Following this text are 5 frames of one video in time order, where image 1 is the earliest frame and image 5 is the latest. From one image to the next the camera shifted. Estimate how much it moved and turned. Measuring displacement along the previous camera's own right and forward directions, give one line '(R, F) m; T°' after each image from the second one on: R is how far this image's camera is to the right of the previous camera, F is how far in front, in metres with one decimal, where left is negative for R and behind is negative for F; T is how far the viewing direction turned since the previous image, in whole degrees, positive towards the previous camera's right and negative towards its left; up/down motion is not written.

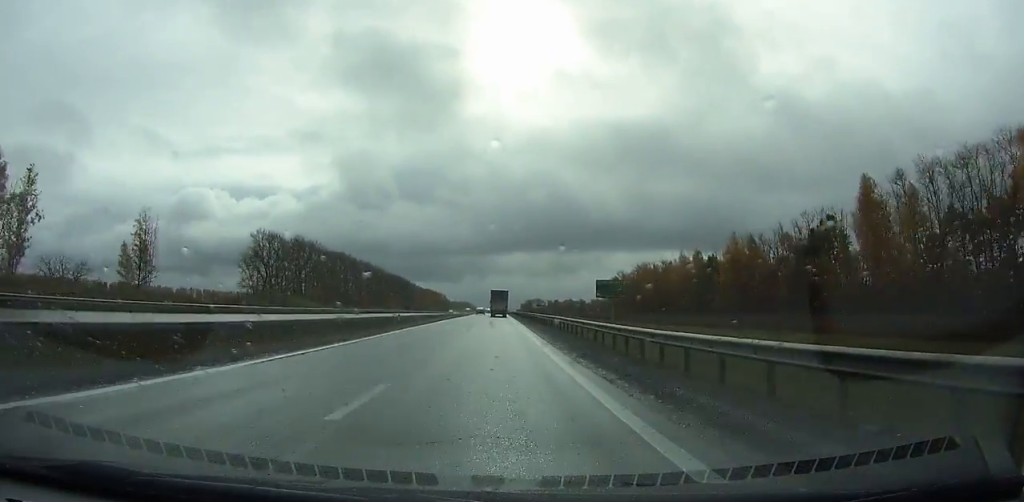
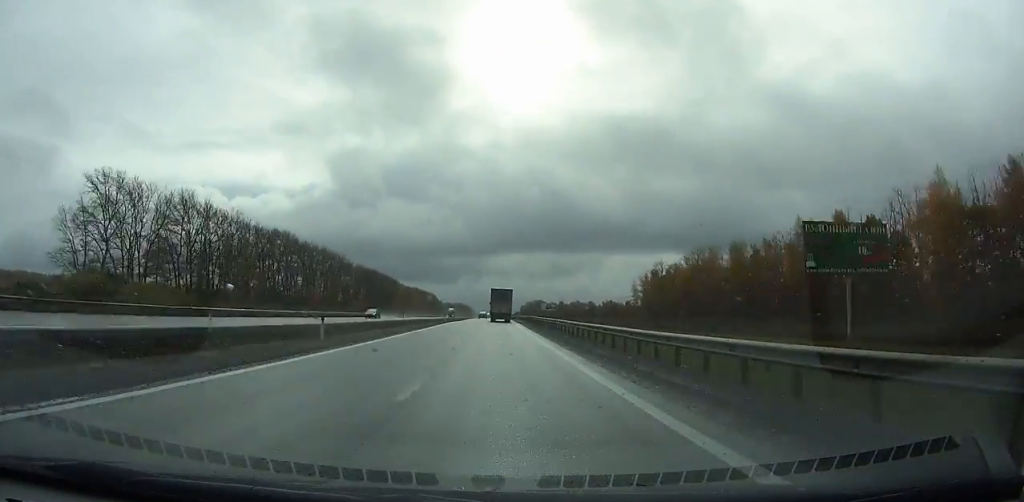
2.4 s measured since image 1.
(-0.1, +71.2) m; 0°
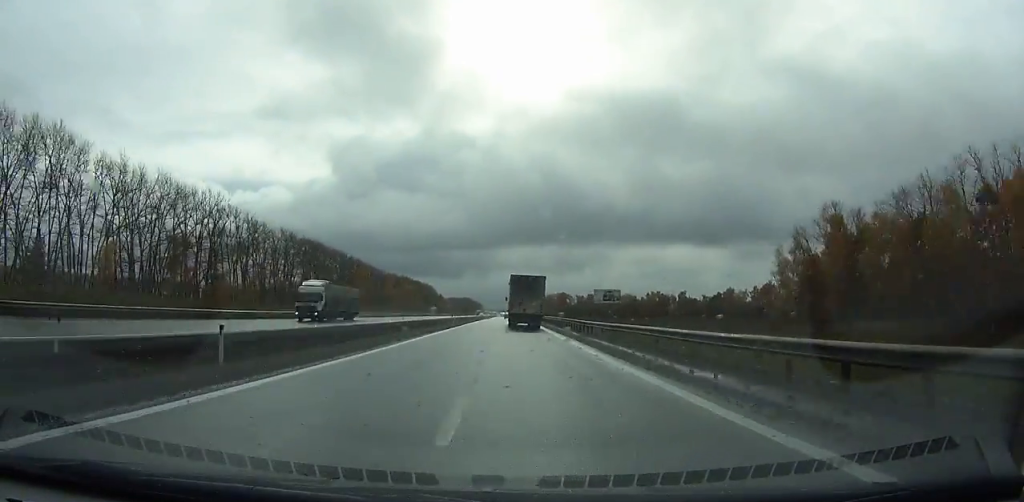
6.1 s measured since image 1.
(-0.1, +109.5) m; 0°
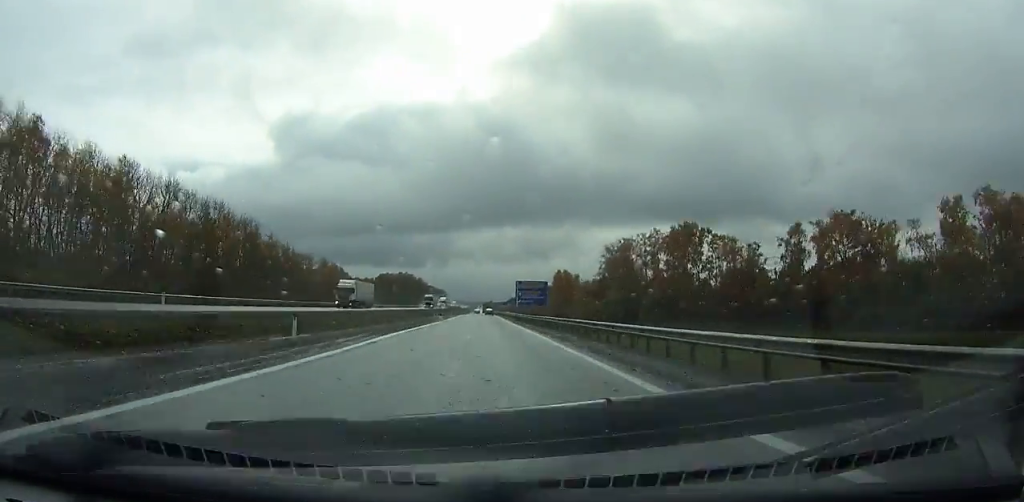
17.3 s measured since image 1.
(+4.8, +336.8) m; +1°
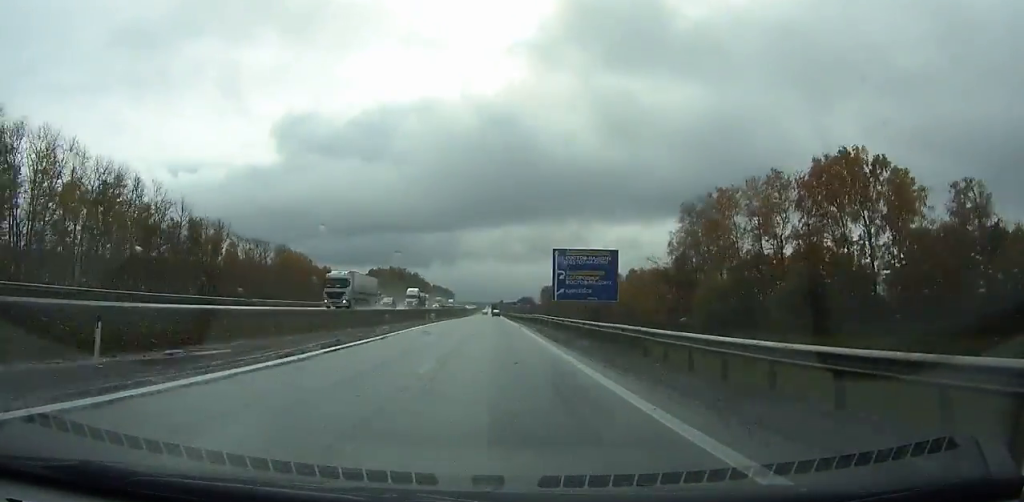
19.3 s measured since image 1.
(-0.4, +60.3) m; 0°
